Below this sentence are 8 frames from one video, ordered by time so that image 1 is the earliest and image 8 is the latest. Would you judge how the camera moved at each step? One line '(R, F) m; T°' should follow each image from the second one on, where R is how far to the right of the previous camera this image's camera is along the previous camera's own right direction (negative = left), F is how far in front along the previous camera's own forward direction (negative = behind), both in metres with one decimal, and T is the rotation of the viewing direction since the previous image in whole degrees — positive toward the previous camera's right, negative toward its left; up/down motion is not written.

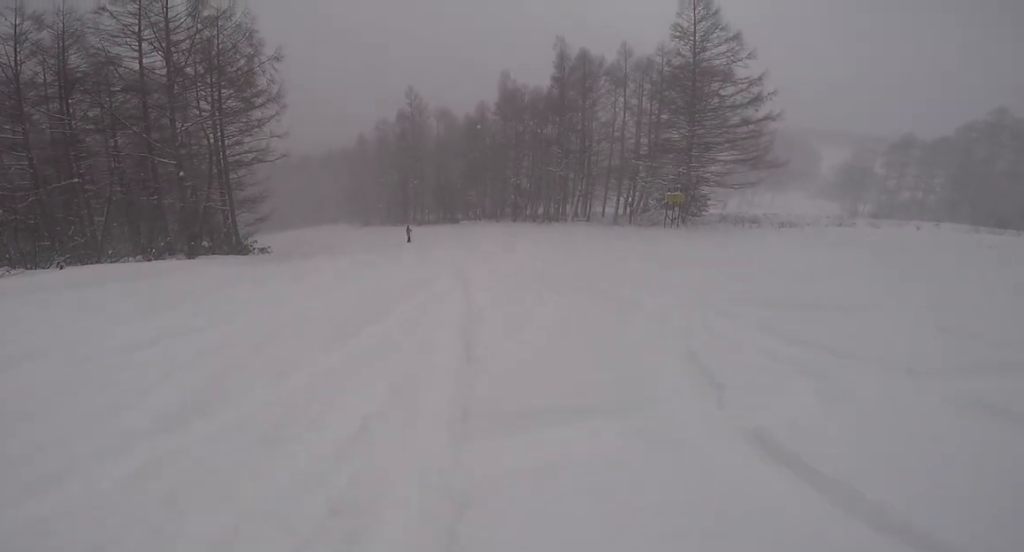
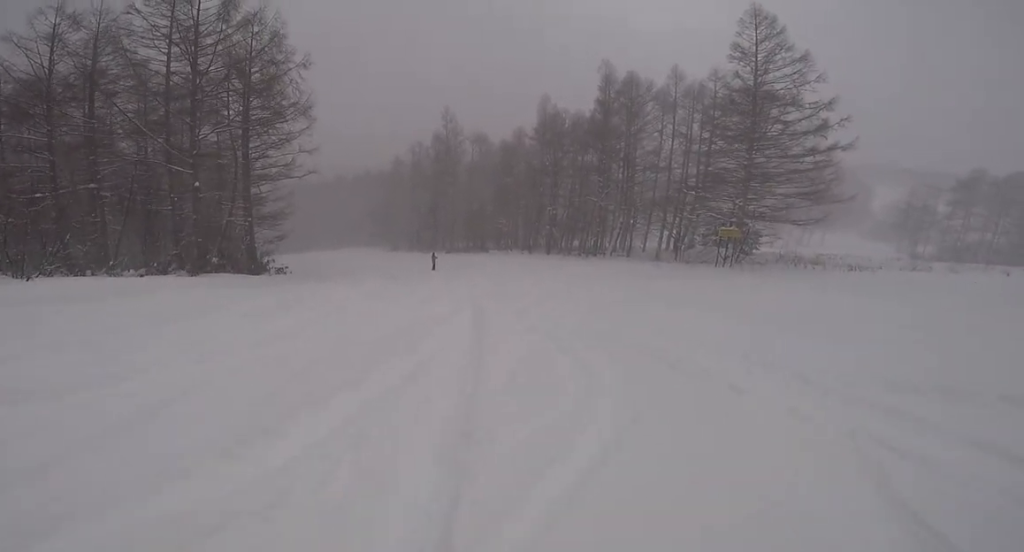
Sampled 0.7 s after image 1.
(-0.1, +2.7) m; -2°
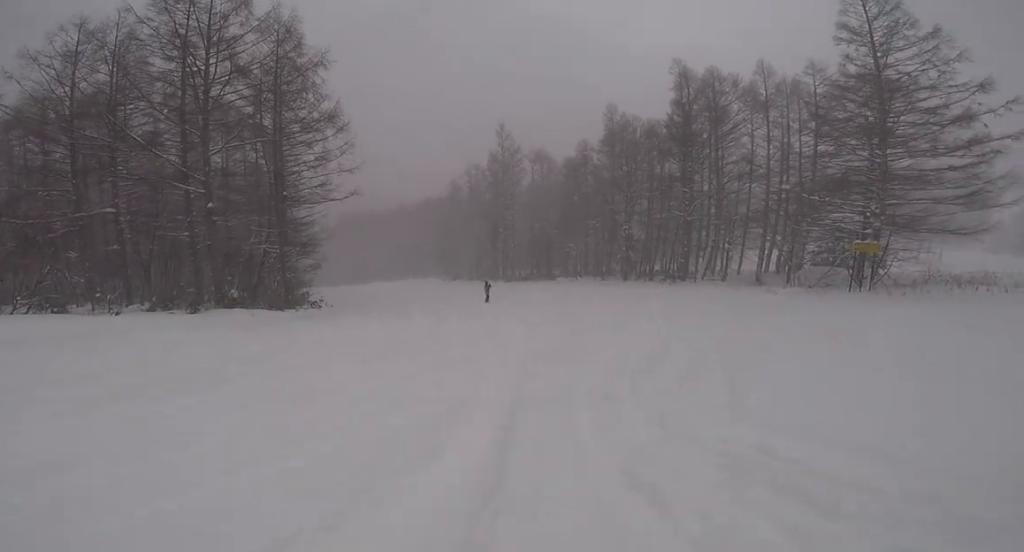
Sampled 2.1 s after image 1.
(-0.2, +5.4) m; 0°
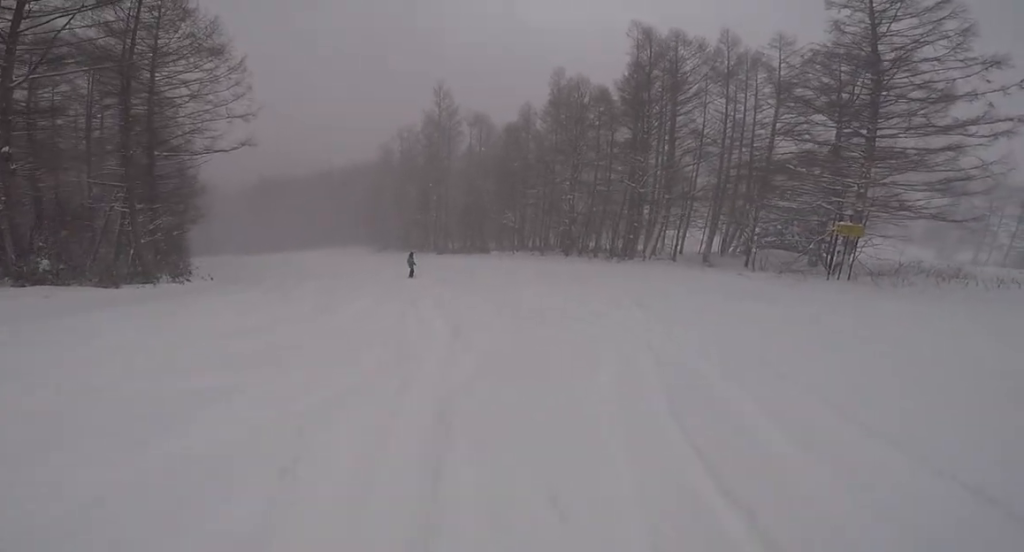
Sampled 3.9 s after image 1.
(+0.4, +6.4) m; +5°
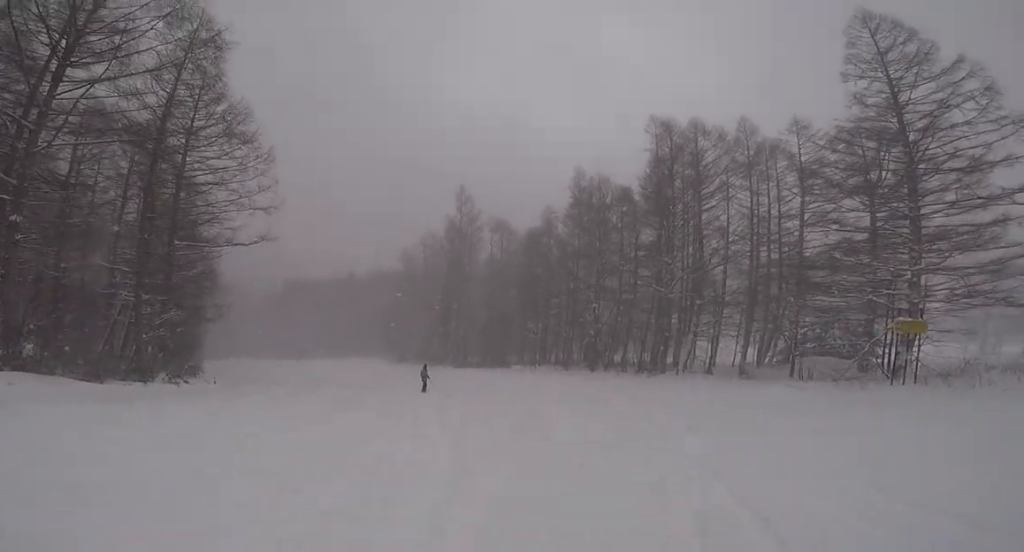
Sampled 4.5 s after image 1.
(0.0, +2.1) m; +1°
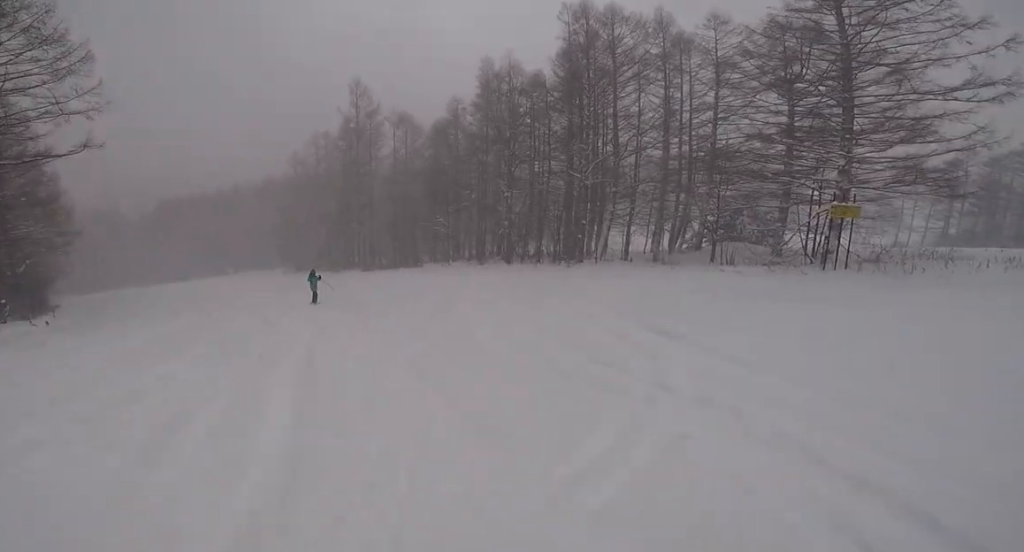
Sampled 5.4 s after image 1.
(0.0, +3.2) m; +1°
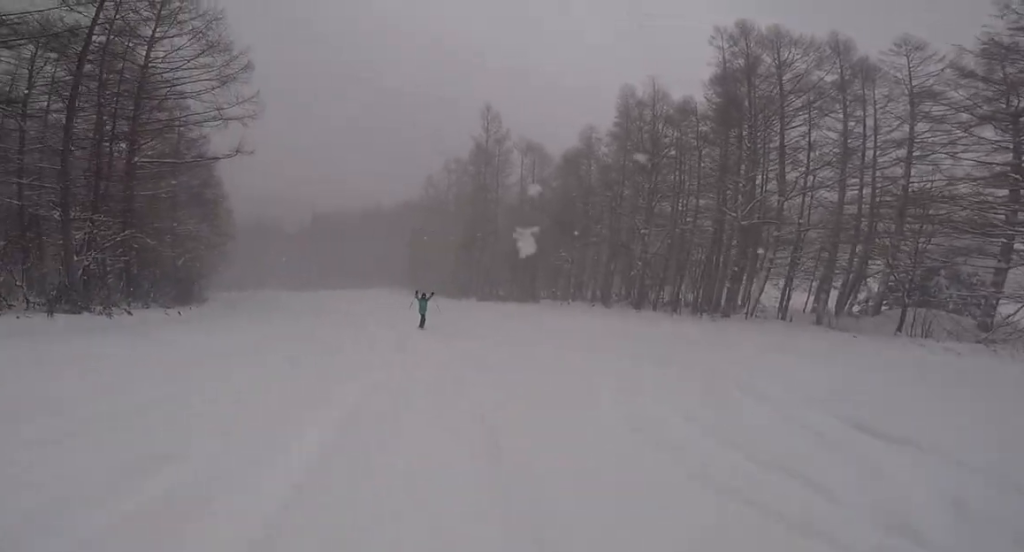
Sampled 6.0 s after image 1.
(0.0, +1.7) m; +1°
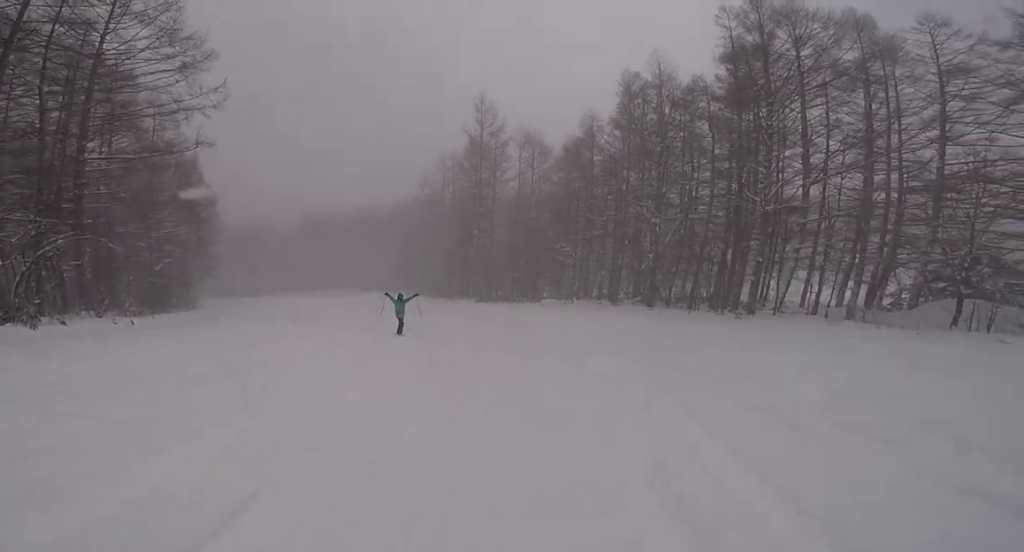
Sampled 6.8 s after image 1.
(0.0, +2.4) m; -1°
